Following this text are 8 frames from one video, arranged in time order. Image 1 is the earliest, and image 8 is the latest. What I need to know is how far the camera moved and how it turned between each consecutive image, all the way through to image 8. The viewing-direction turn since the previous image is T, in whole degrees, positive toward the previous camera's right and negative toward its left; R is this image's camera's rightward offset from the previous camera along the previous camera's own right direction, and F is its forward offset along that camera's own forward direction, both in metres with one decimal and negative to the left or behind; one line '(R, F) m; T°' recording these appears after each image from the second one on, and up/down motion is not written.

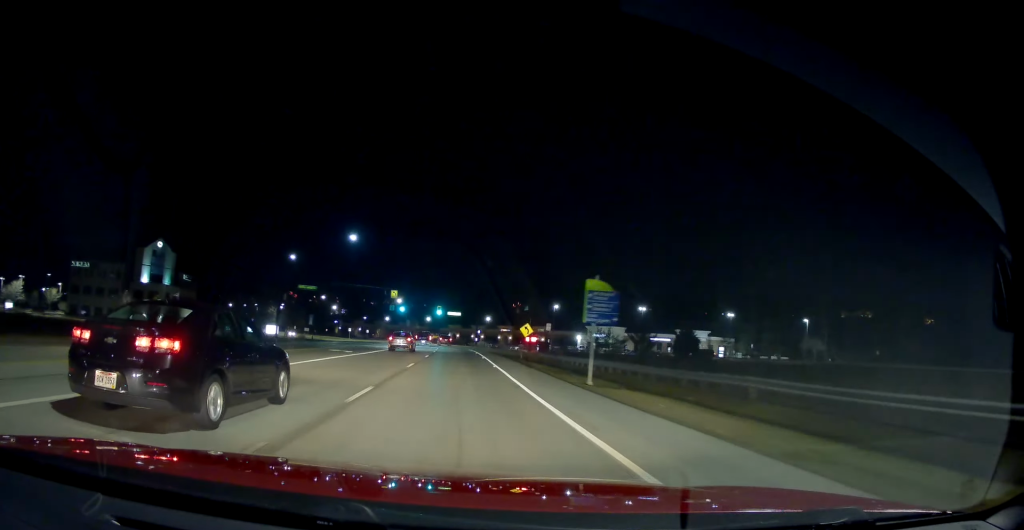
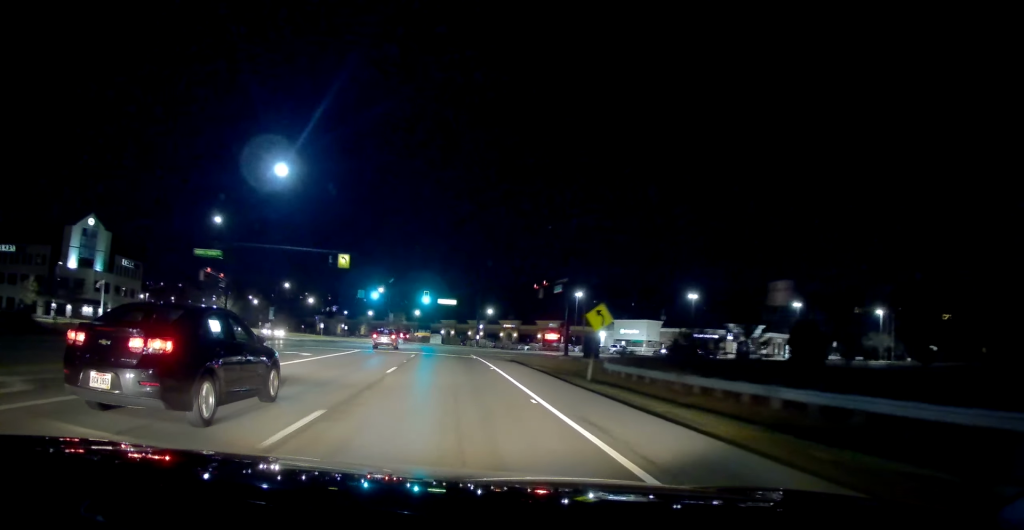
(-1.0, +28.9) m; -2°
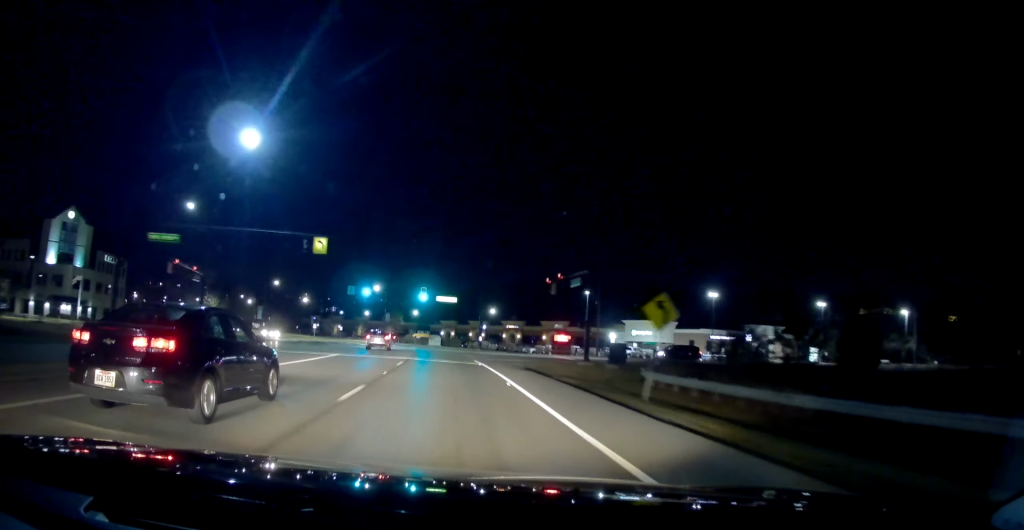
(0.0, +7.5) m; 0°
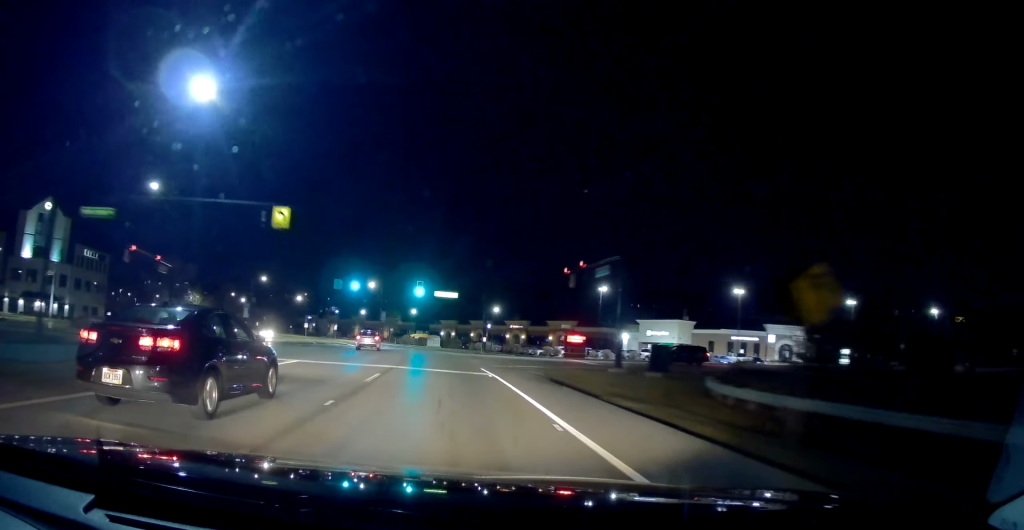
(+0.3, +8.1) m; 0°
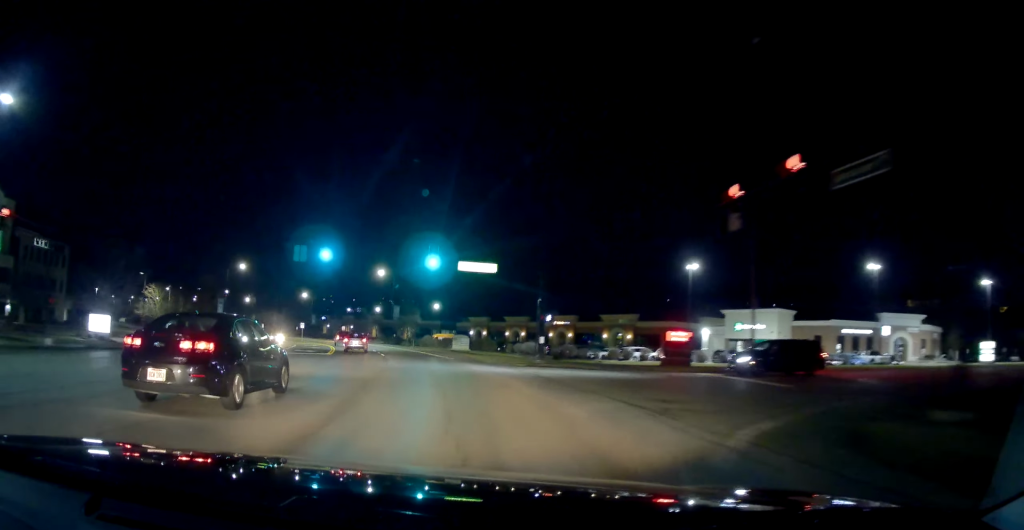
(-0.4, +24.2) m; -2°
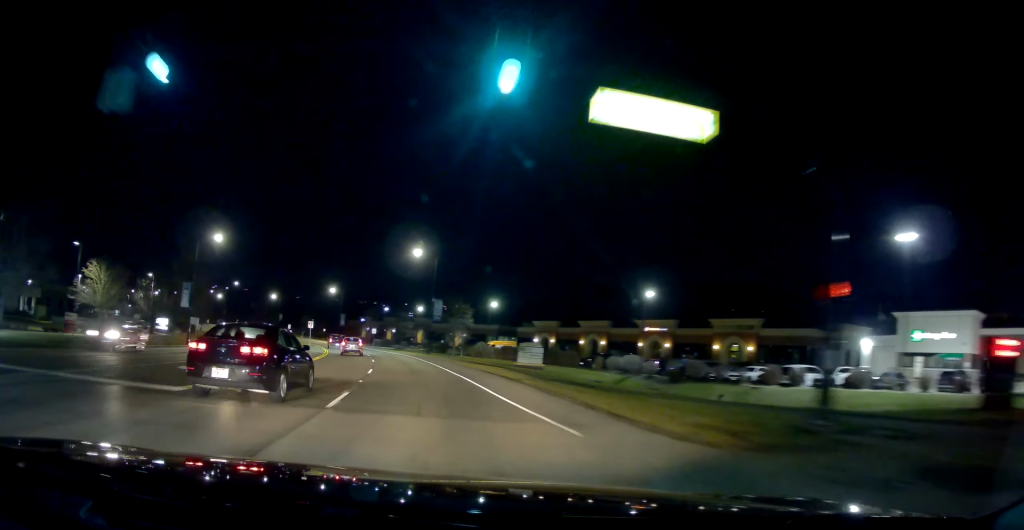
(-0.5, +25.9) m; -4°
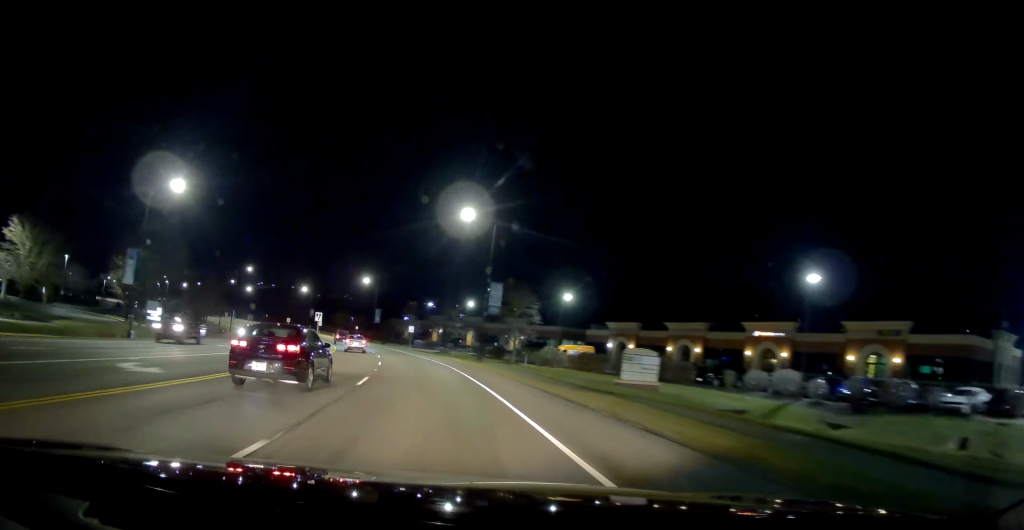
(-1.1, +19.8) m; -6°
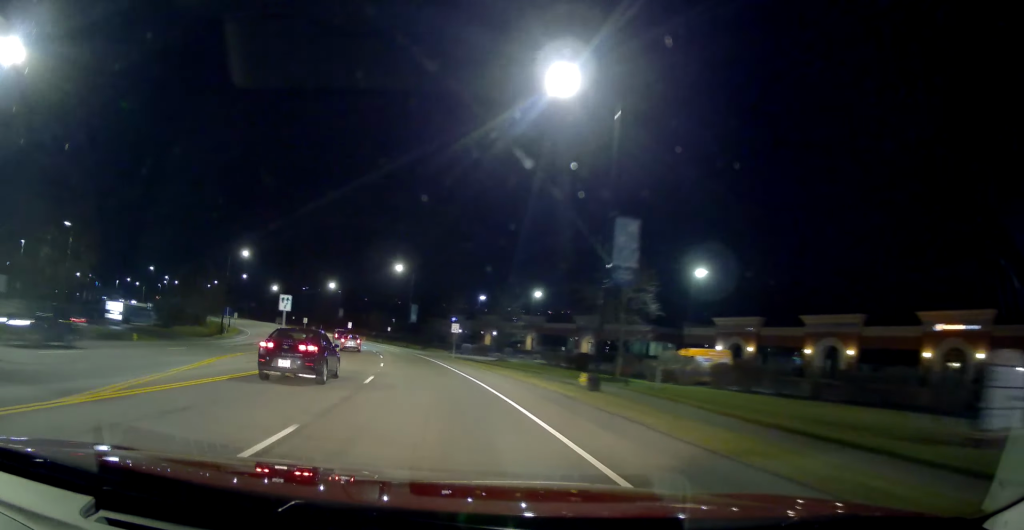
(-0.9, +23.9) m; -5°
